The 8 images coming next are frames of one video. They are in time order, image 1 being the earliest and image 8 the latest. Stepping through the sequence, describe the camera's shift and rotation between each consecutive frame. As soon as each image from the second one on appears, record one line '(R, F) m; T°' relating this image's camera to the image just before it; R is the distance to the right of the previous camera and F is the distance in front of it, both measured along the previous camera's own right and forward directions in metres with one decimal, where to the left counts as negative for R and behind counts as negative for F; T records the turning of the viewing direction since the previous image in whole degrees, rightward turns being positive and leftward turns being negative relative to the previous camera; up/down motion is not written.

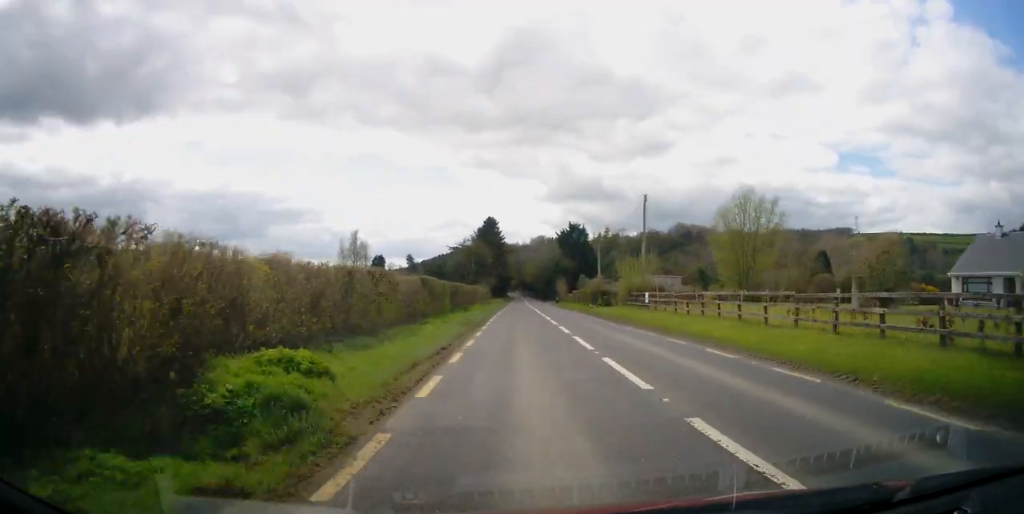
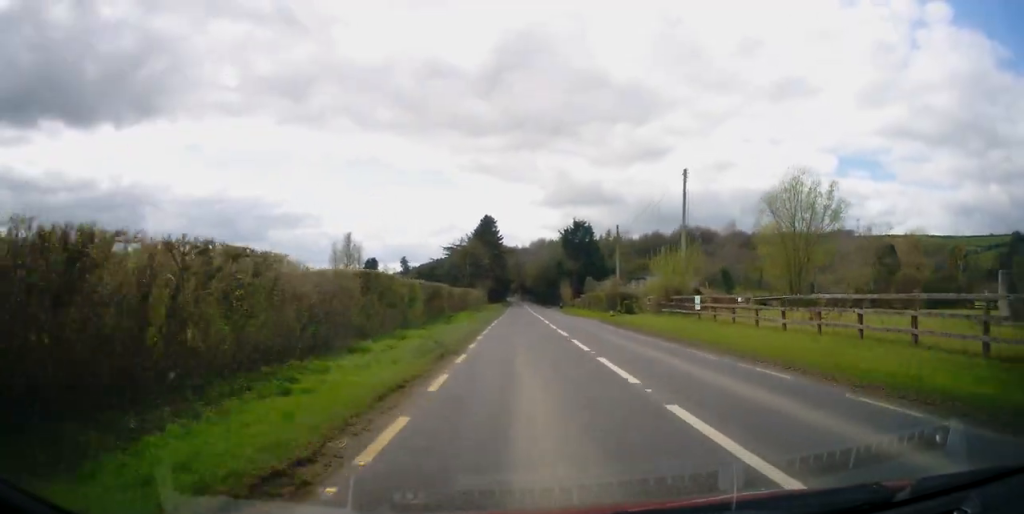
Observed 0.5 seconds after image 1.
(+0.2, +10.7) m; 0°
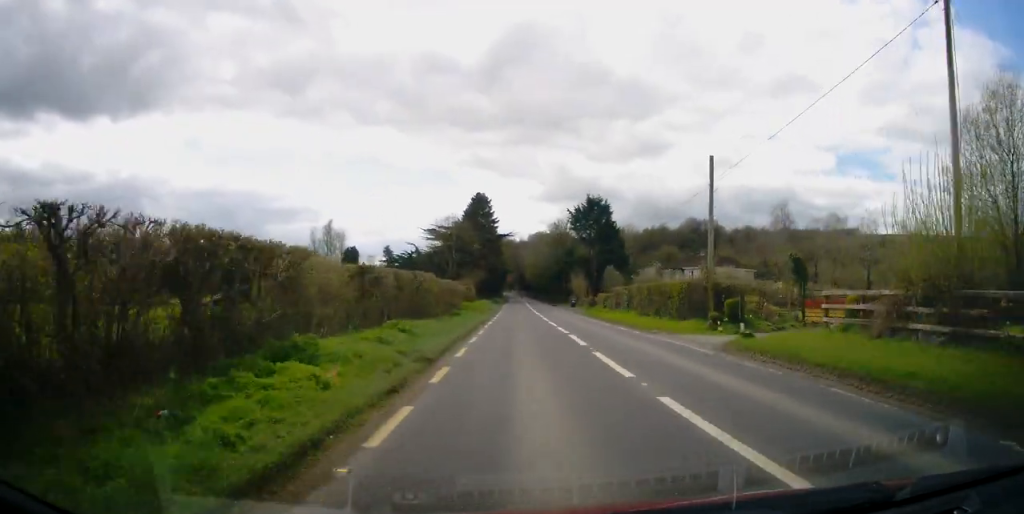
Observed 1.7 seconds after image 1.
(-0.5, +23.1) m; 0°
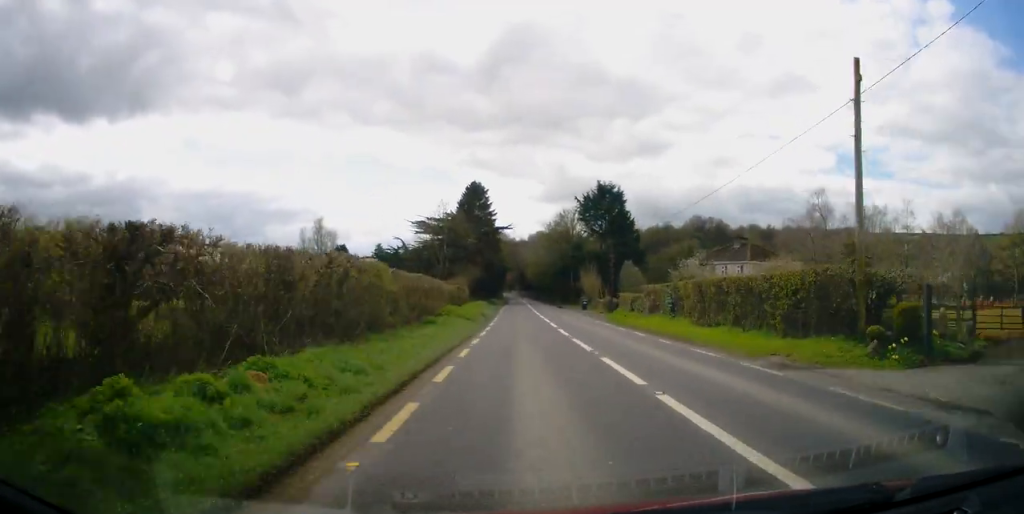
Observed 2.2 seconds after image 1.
(+0.2, +11.6) m; +1°
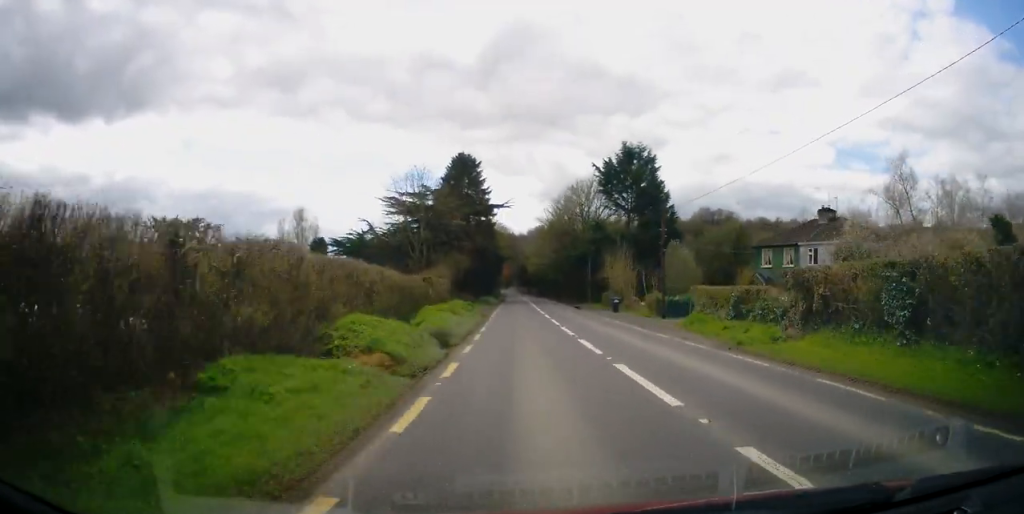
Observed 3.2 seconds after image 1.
(+0.3, +19.1) m; 0°
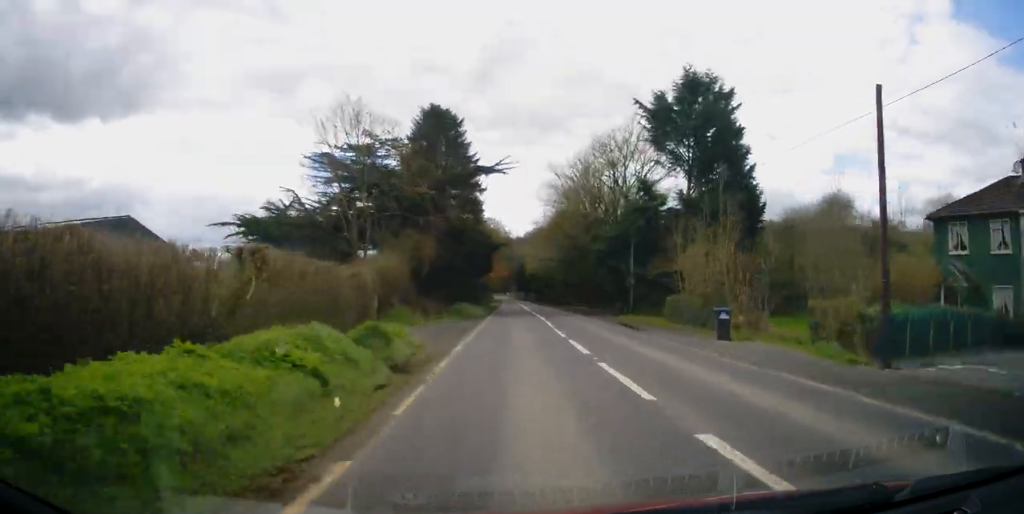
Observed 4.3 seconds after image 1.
(-0.3, +22.7) m; -1°
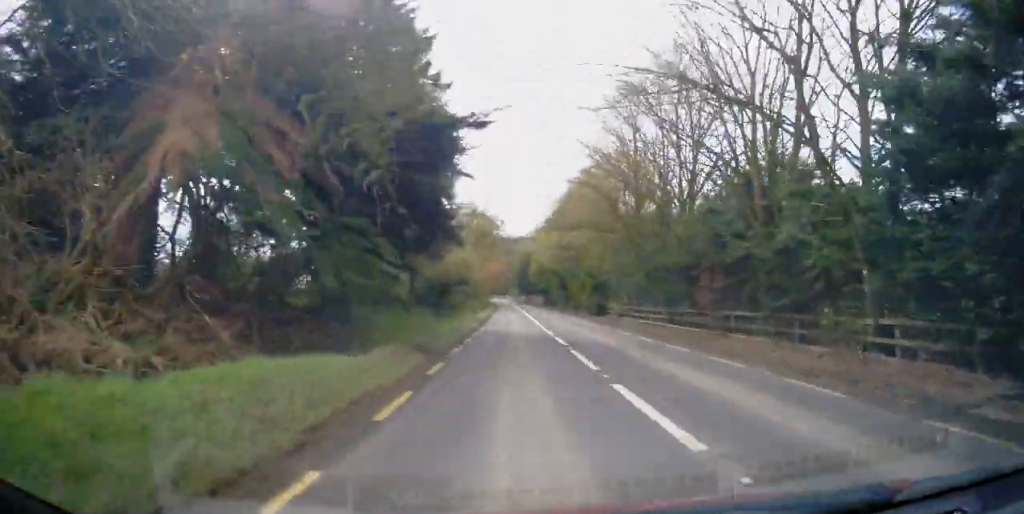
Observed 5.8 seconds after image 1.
(+0.4, +31.7) m; +1°
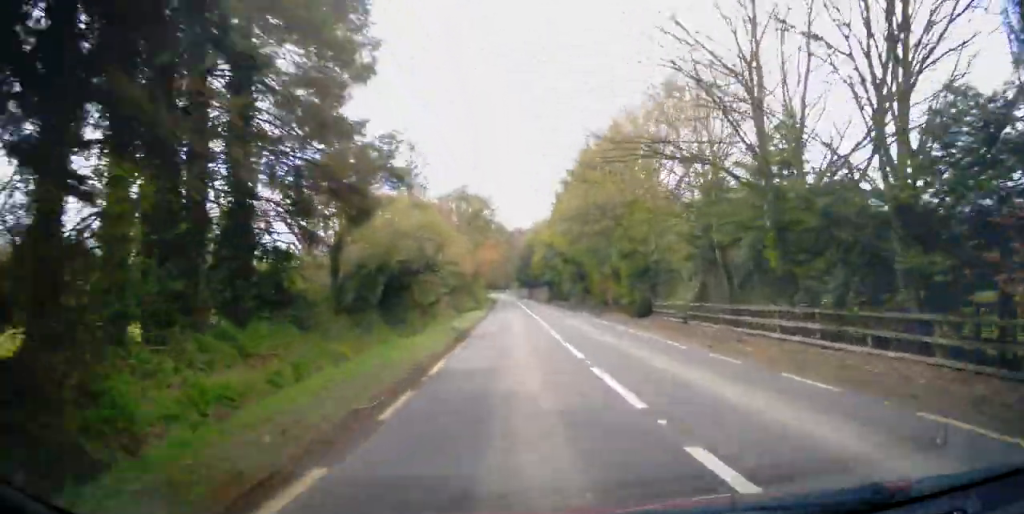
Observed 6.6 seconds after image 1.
(+0.2, +15.8) m; -1°
